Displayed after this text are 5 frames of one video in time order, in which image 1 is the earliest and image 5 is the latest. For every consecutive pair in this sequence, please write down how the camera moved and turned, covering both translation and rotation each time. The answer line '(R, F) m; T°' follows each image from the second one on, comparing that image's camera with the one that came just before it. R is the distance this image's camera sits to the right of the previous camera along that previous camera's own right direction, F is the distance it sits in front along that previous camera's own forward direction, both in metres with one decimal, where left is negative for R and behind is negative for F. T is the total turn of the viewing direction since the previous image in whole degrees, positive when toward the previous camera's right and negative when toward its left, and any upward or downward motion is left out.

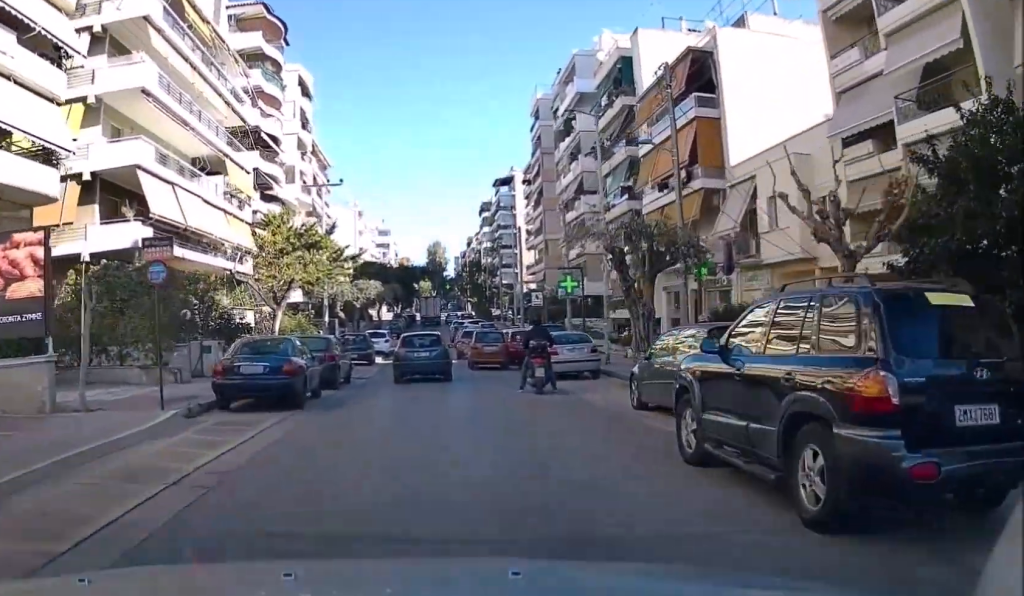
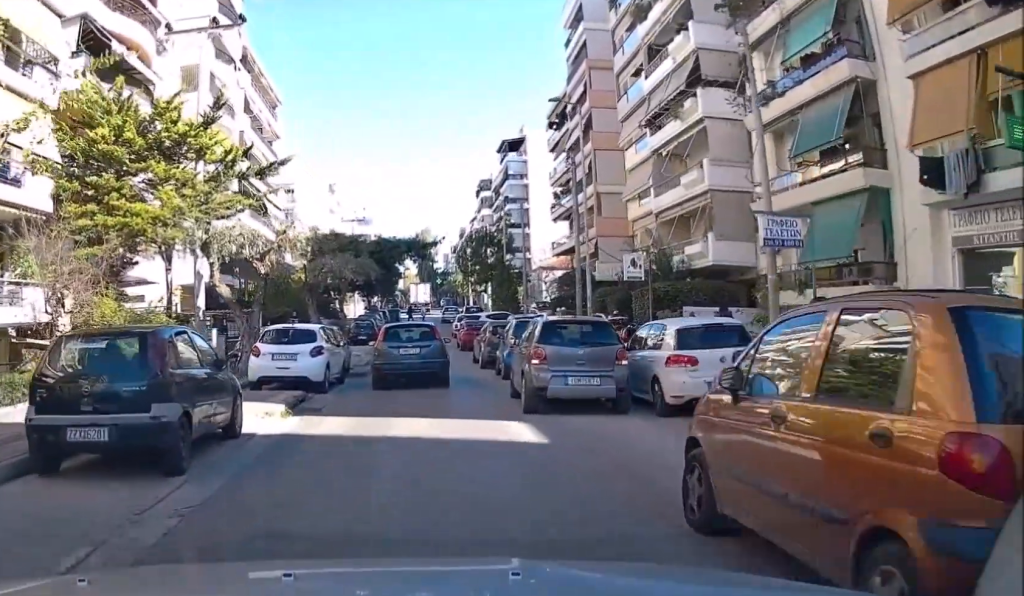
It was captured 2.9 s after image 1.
(+1.1, +25.8) m; +1°
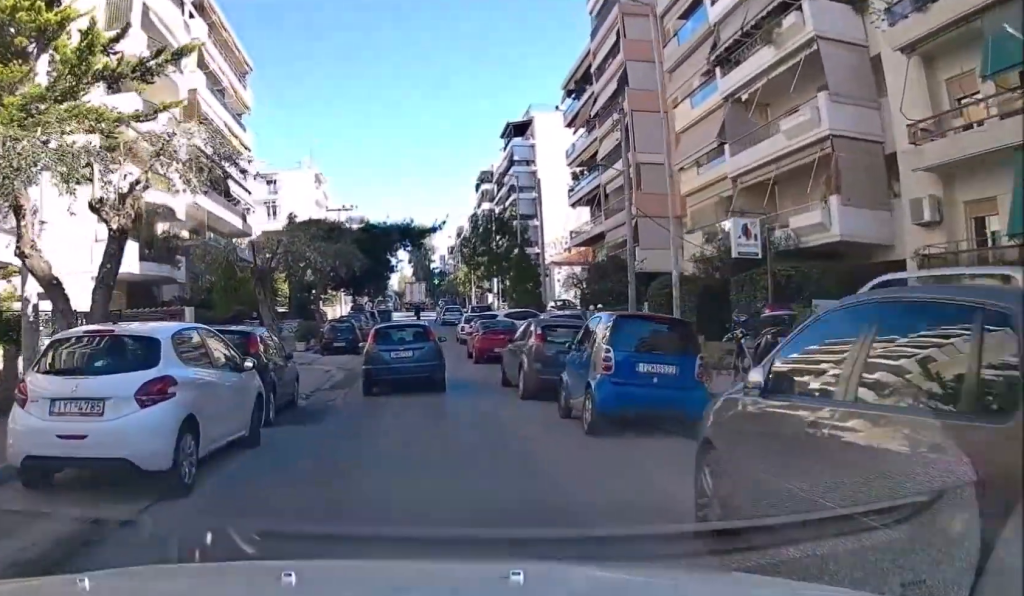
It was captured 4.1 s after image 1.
(-0.3, +9.7) m; -2°
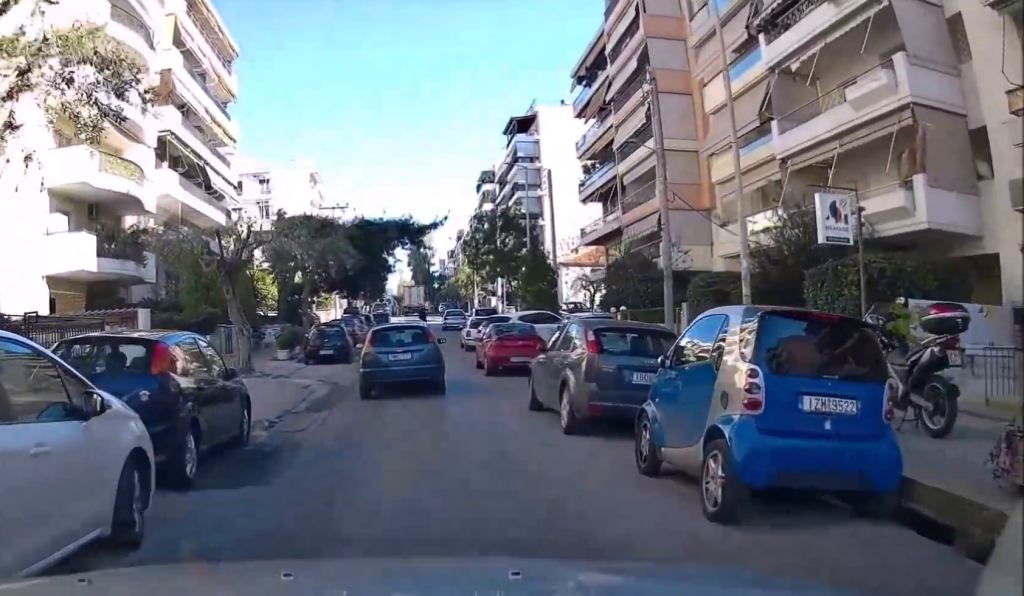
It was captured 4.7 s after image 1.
(0.0, +4.2) m; 0°
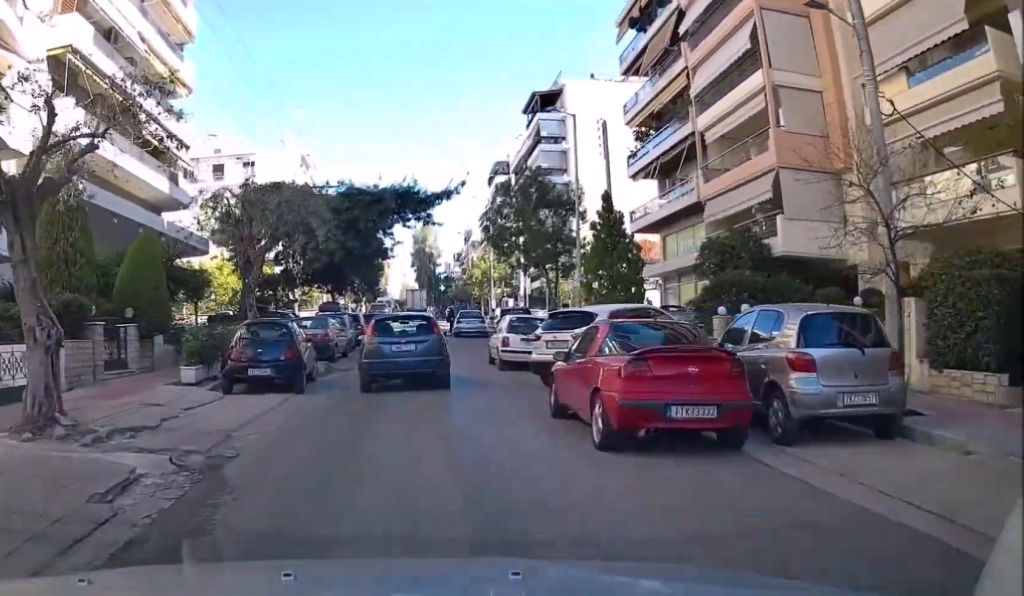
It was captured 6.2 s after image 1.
(+0.2, +11.6) m; -2°
